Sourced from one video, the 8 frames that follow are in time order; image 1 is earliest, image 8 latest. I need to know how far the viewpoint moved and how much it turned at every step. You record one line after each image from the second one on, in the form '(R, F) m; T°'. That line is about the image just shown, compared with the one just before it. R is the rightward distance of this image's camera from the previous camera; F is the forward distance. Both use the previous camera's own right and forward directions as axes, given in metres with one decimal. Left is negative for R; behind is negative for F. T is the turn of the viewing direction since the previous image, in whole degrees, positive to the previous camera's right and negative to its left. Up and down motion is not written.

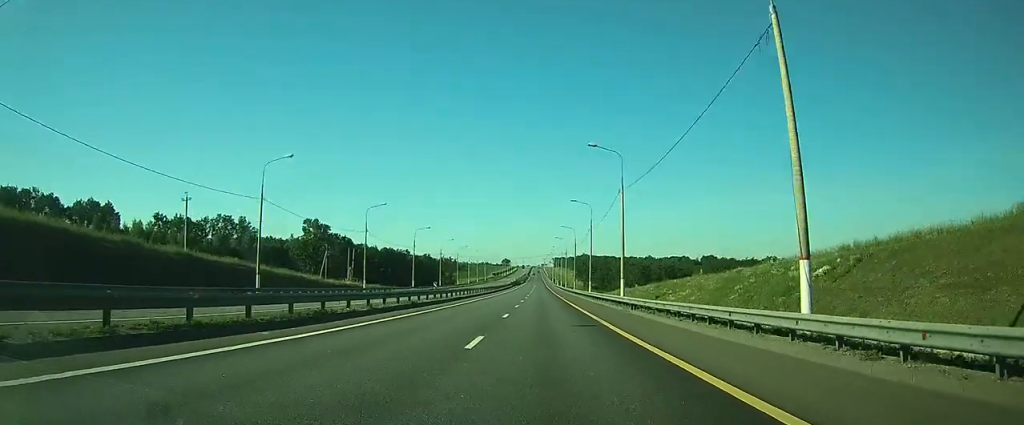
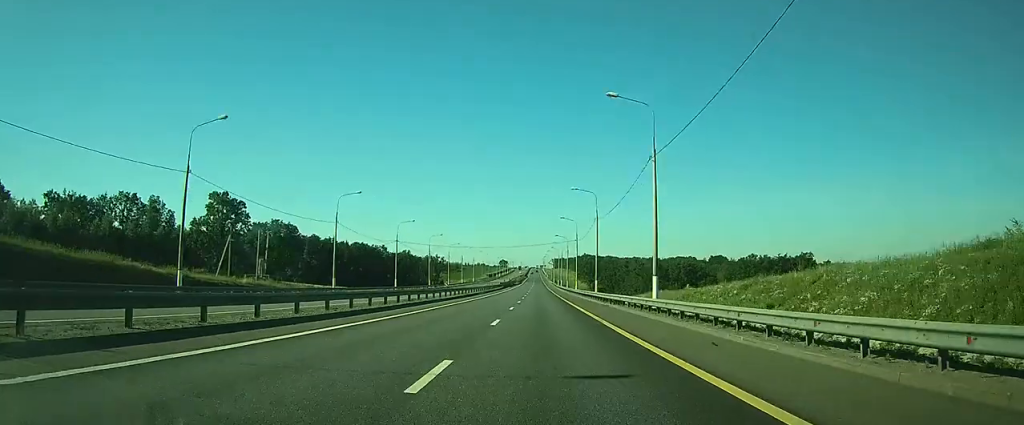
(+0.1, +40.9) m; 0°
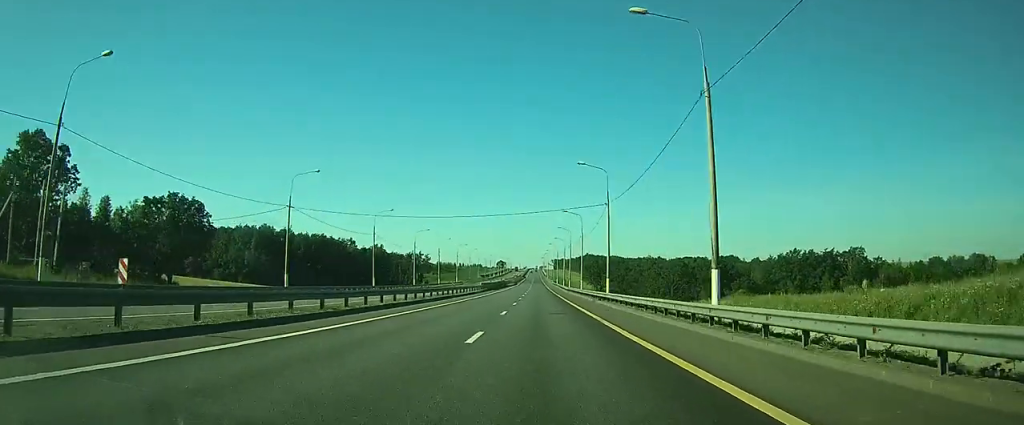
(0.0, +42.0) m; 0°
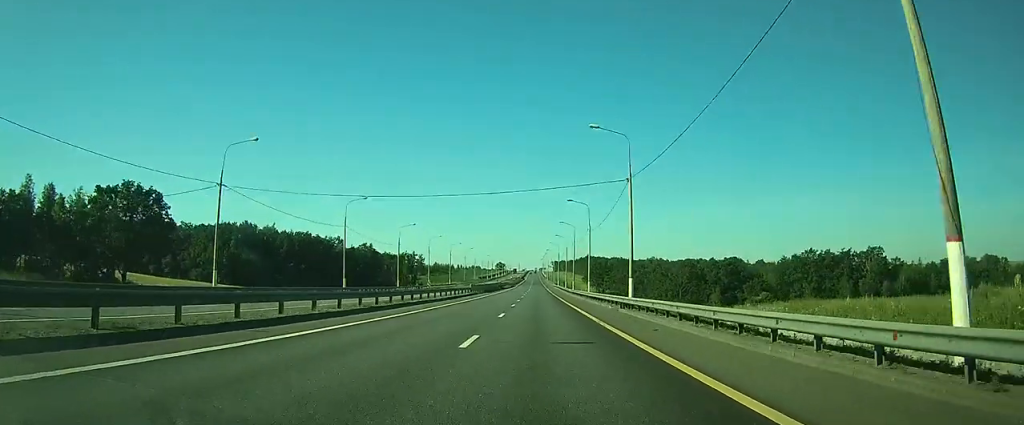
(0.0, +12.6) m; 0°
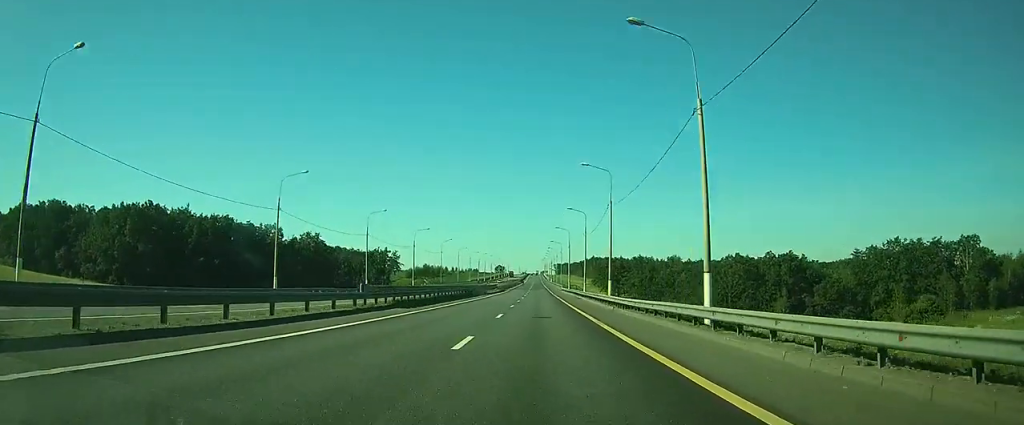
(-0.1, +48.2) m; 0°
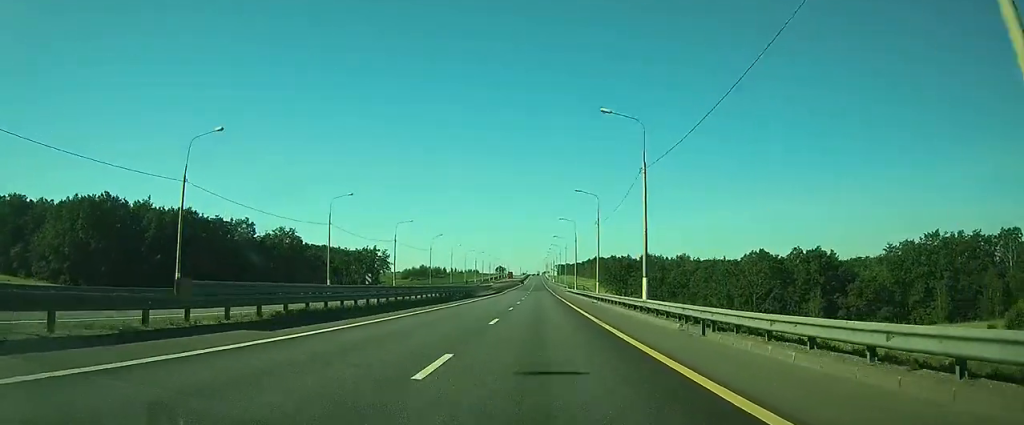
(0.0, +15.7) m; 0°
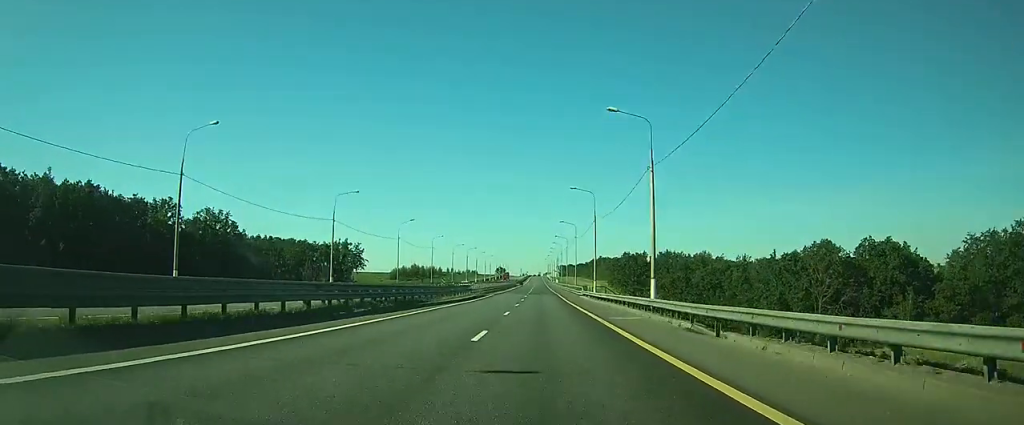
(0.0, +30.3) m; 0°
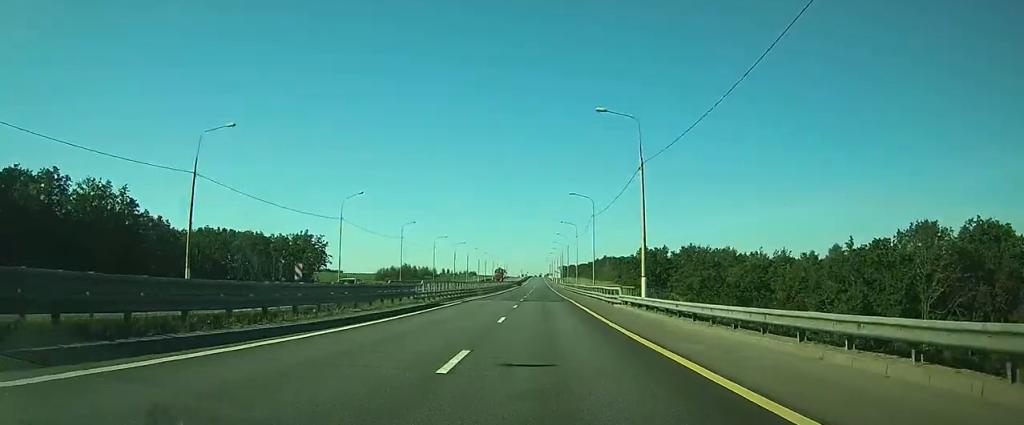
(0.0, +29.3) m; 0°
